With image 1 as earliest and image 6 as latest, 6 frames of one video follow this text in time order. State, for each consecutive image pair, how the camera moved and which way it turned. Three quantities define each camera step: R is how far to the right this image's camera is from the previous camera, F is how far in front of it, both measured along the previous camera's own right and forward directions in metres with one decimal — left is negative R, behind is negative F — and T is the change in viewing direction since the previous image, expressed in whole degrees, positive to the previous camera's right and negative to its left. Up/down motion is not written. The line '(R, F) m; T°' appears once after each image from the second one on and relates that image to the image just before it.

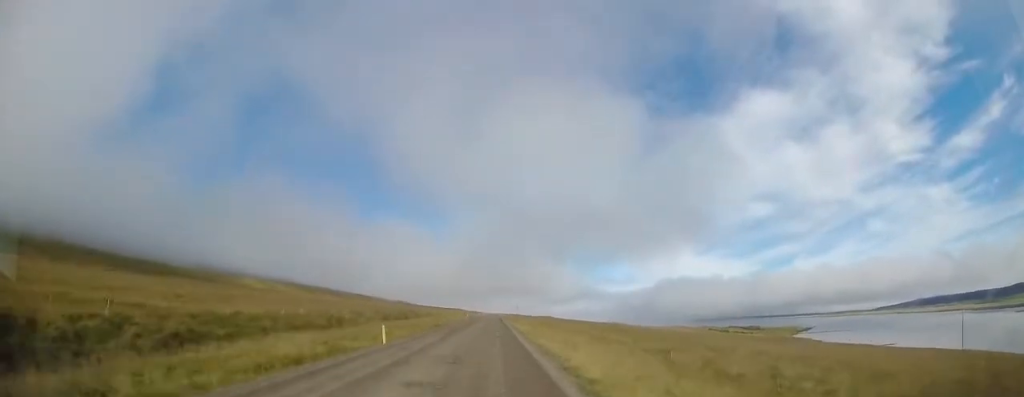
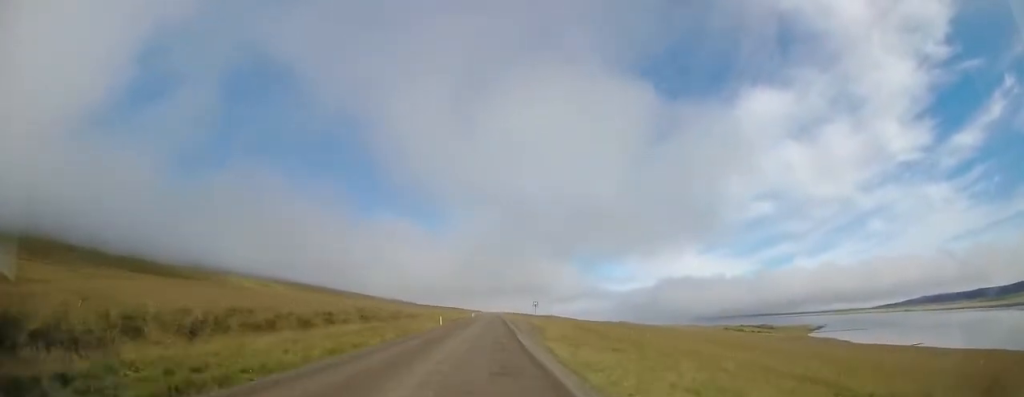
(-0.1, +32.9) m; 0°
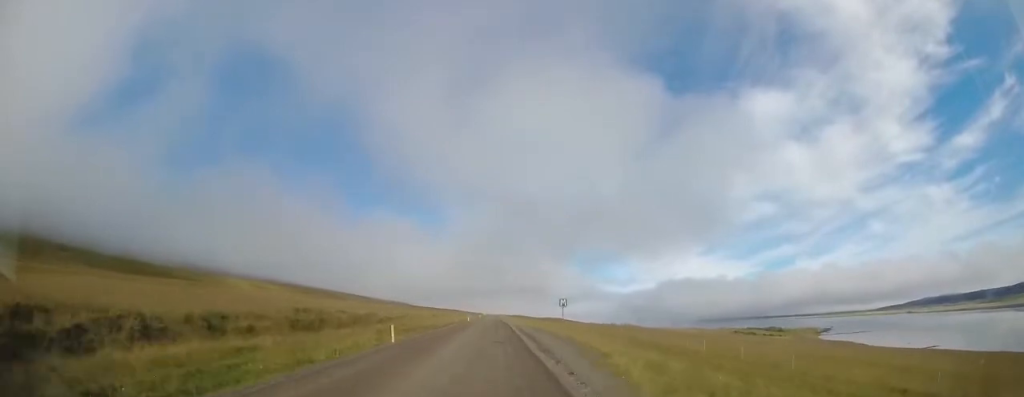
(-0.1, +16.9) m; 0°
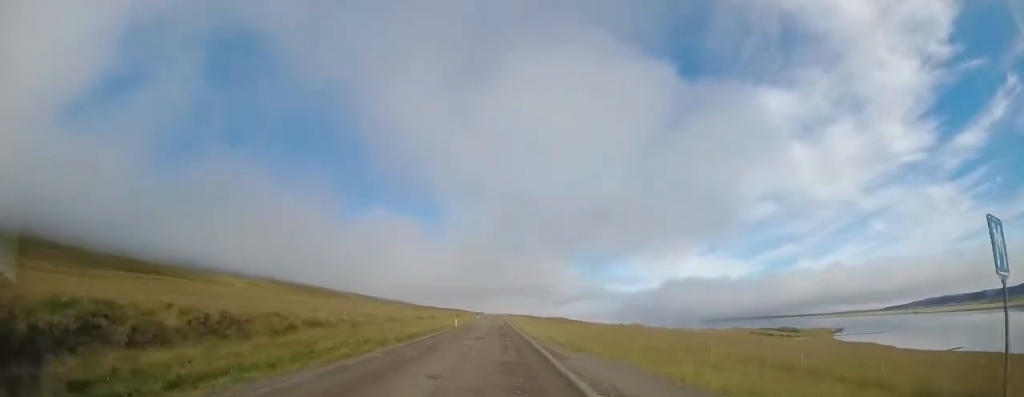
(+0.2, +24.9) m; +1°
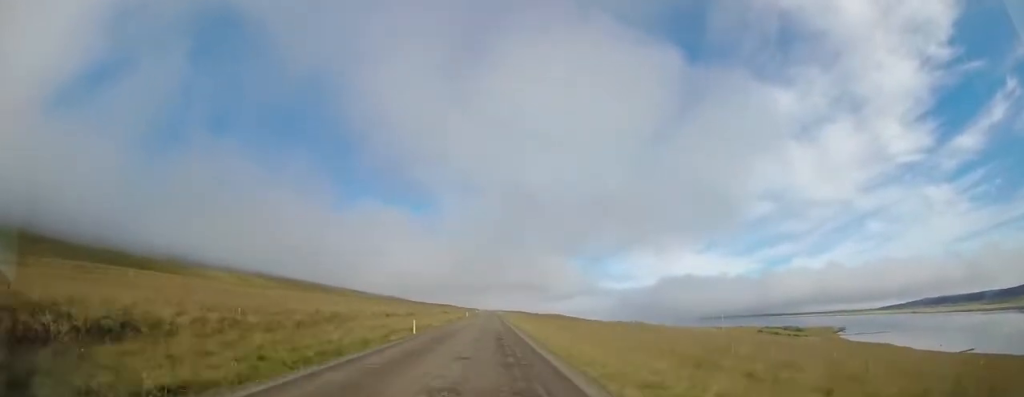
(+0.2, +20.6) m; +1°
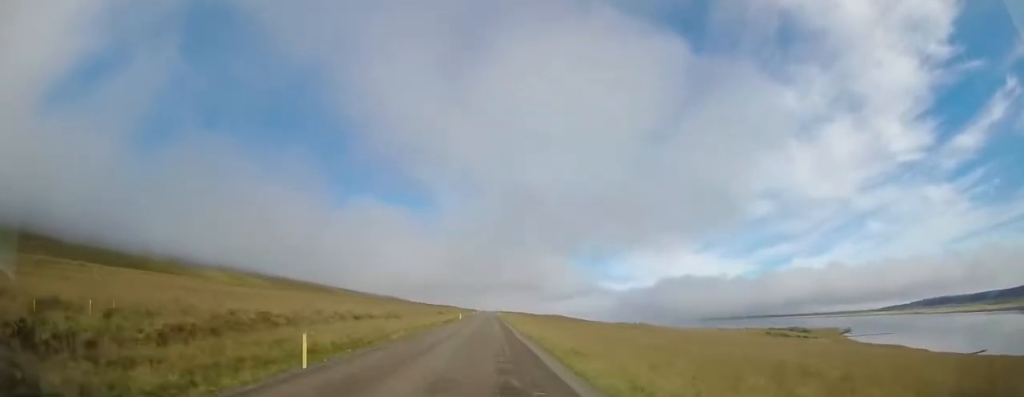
(+0.1, +13.6) m; 0°
